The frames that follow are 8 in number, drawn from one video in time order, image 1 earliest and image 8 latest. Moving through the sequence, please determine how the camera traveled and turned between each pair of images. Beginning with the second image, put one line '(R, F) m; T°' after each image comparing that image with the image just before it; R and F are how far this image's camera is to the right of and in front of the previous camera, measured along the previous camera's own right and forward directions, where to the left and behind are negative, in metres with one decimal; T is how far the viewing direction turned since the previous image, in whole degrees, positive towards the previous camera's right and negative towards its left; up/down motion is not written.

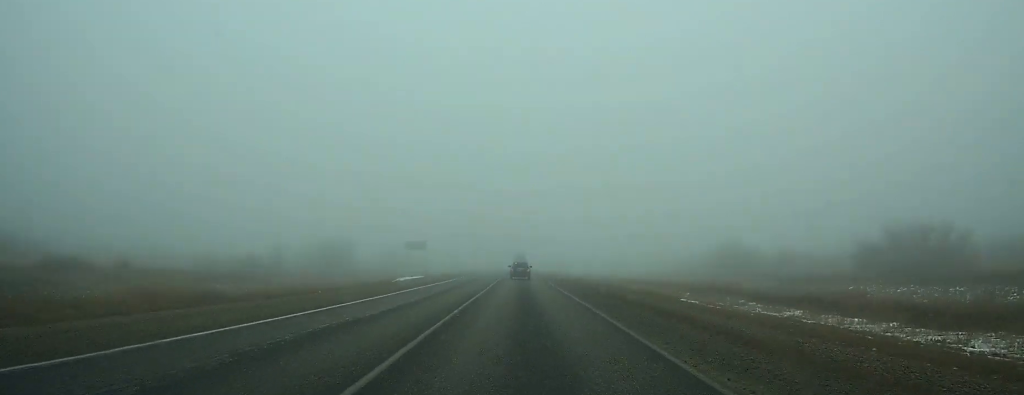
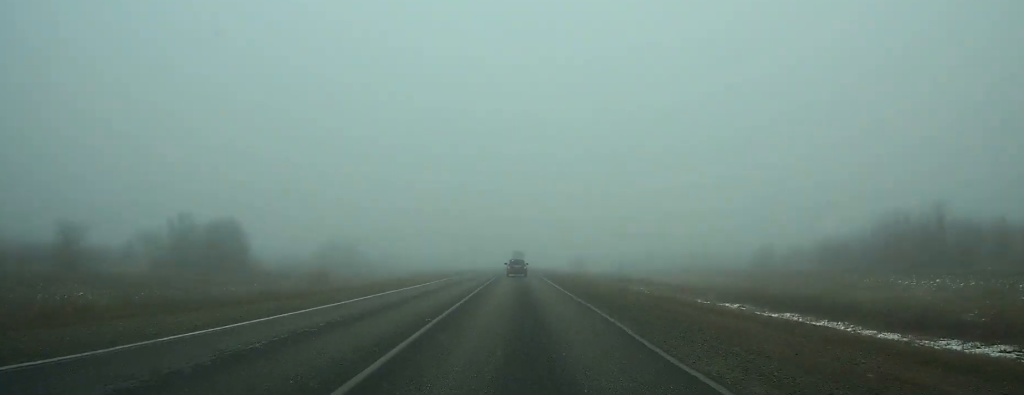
(+0.2, +62.3) m; 0°
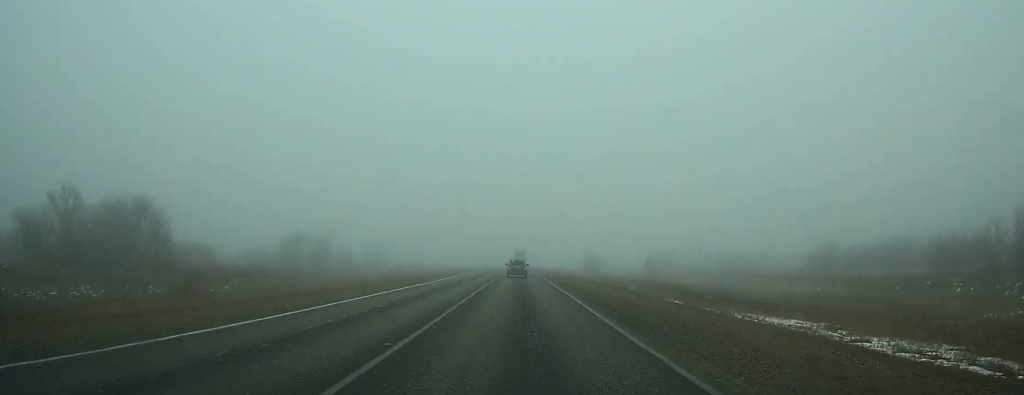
(+0.1, +23.2) m; 0°
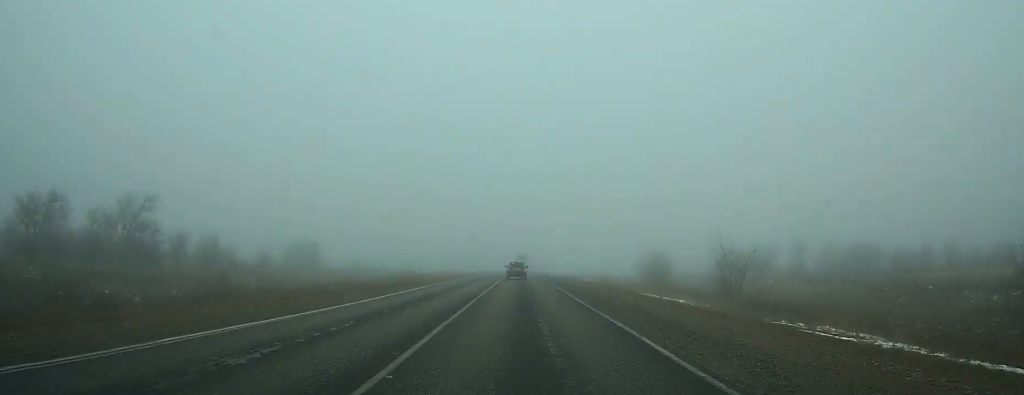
(-0.2, +64.2) m; 0°
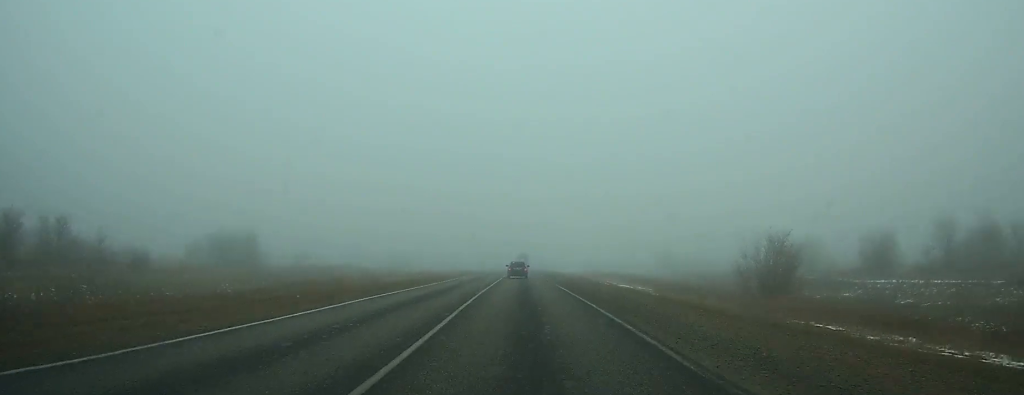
(0.0, +31.3) m; 0°
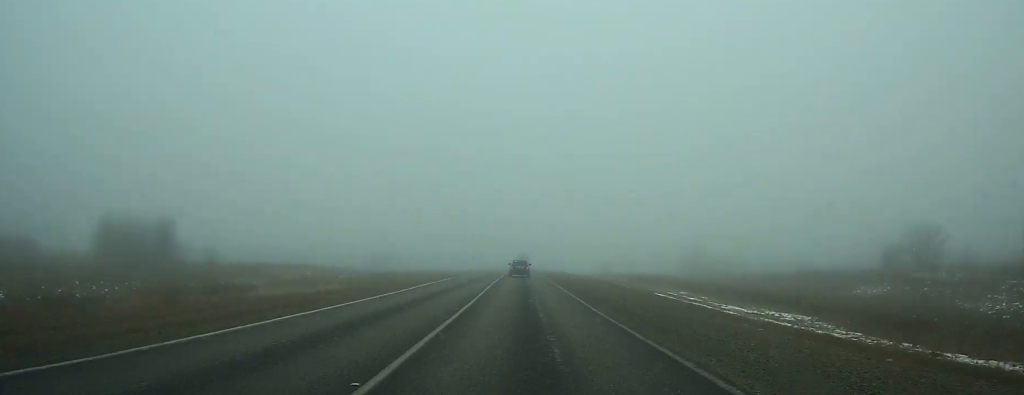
(0.0, +27.0) m; 0°
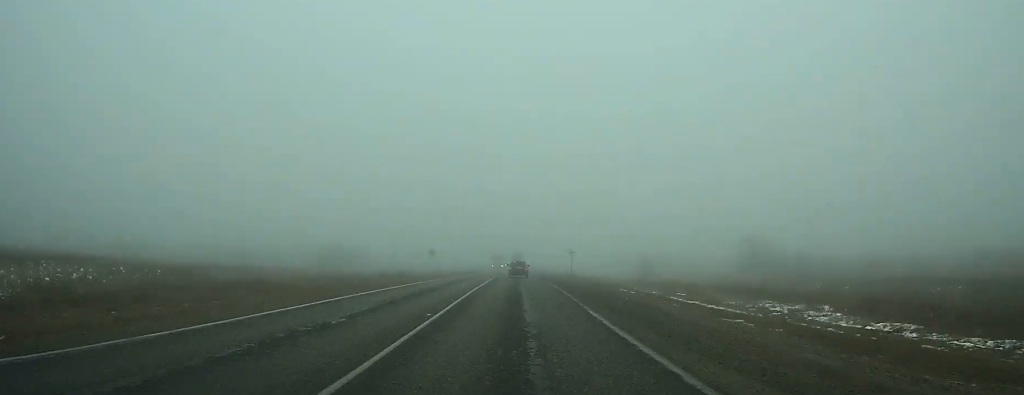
(+0.1, +44.4) m; 0°
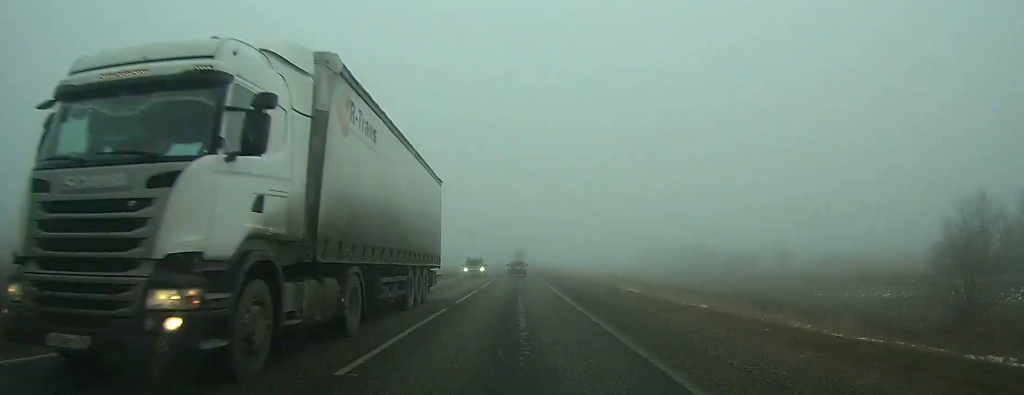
(-0.1, +63.4) m; 0°
